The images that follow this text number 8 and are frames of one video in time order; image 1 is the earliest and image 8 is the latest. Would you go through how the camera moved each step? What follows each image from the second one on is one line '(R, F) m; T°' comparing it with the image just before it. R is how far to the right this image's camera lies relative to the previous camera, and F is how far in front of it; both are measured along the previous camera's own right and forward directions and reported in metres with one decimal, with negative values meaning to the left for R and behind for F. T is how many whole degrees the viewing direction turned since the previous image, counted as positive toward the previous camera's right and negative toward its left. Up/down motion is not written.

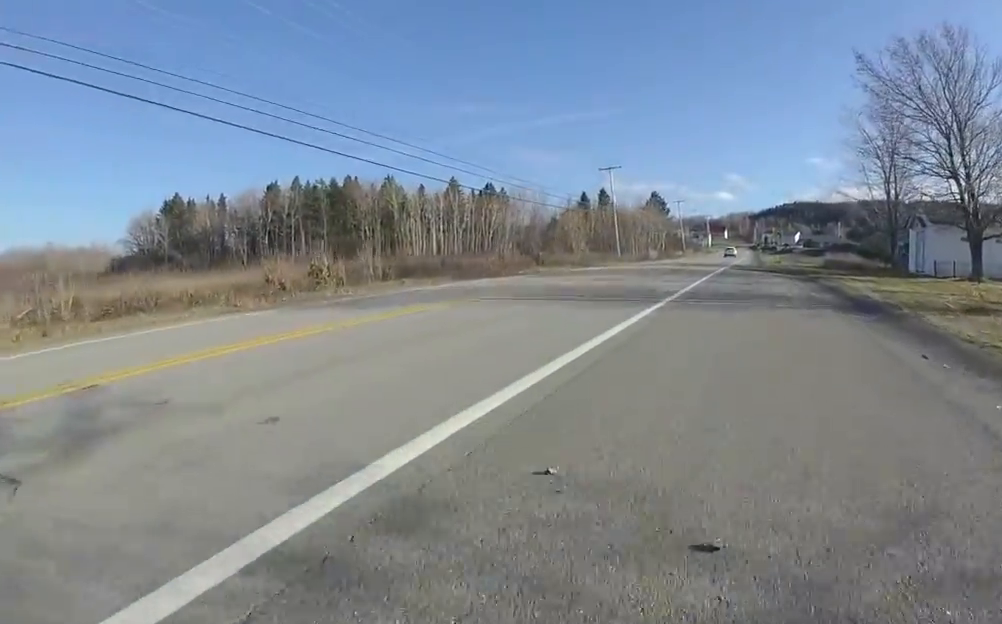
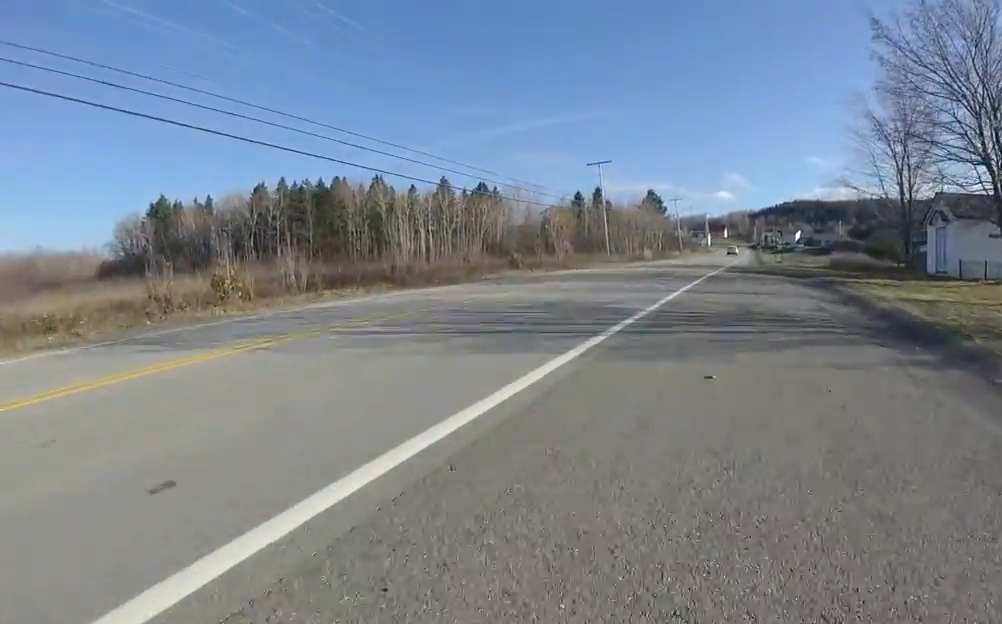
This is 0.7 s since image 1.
(-0.1, +4.0) m; -1°
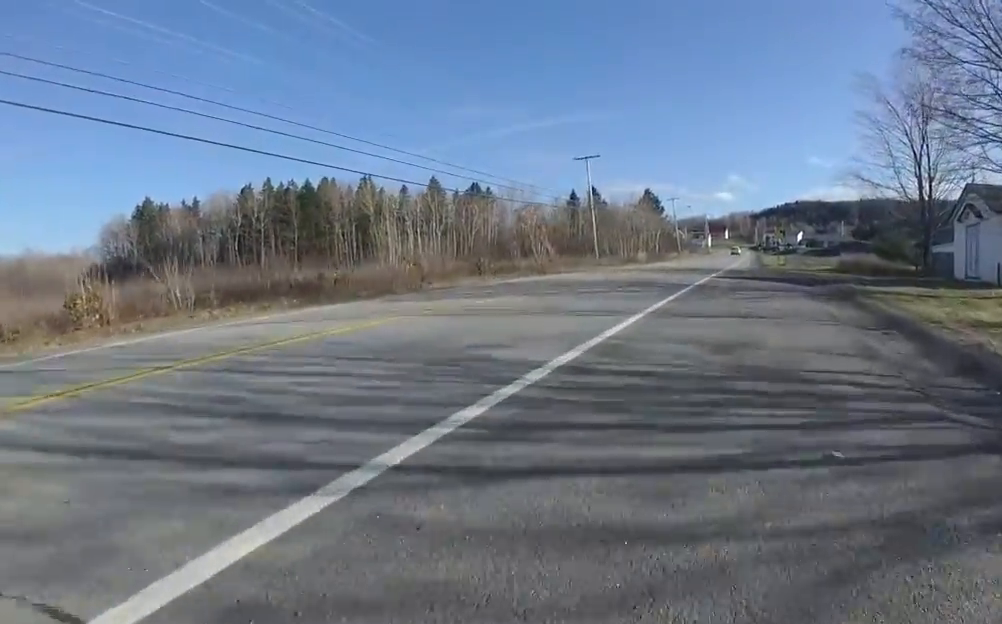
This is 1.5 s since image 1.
(0.0, +4.3) m; +1°
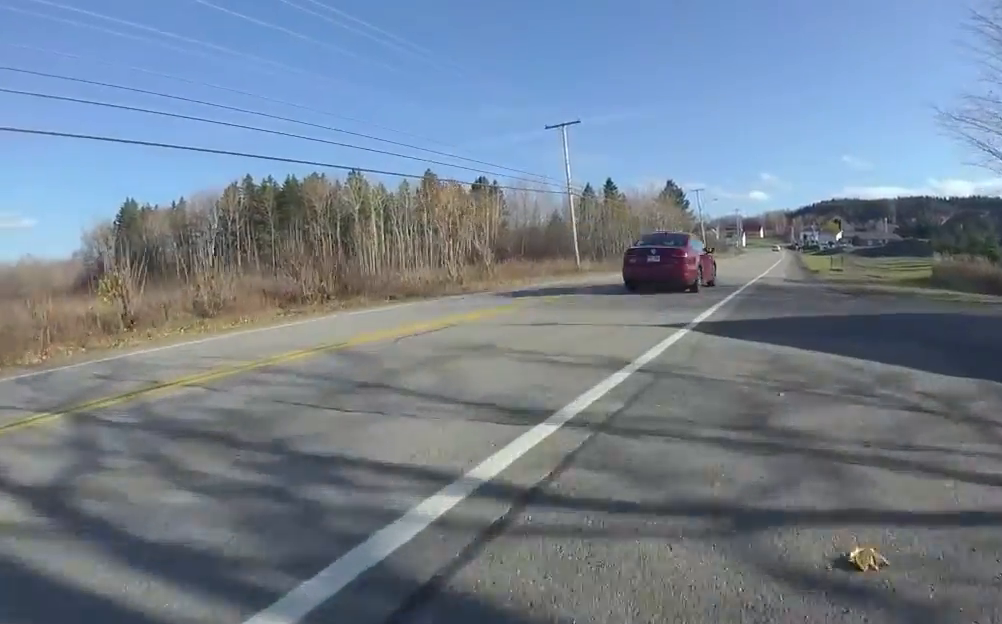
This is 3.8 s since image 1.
(+0.7, +15.1) m; 0°
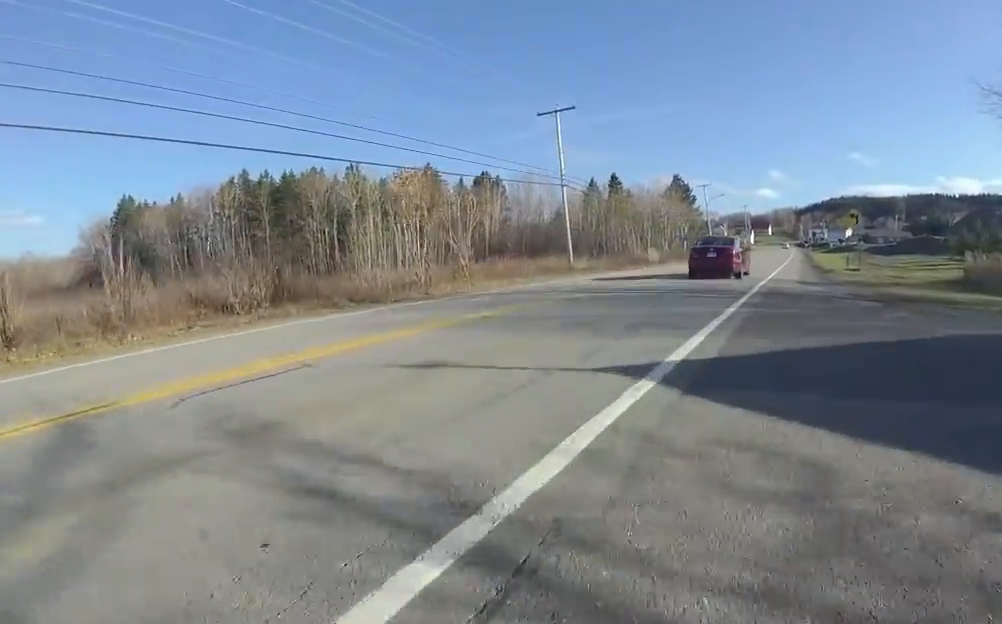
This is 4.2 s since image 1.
(-0.5, +3.1) m; +2°
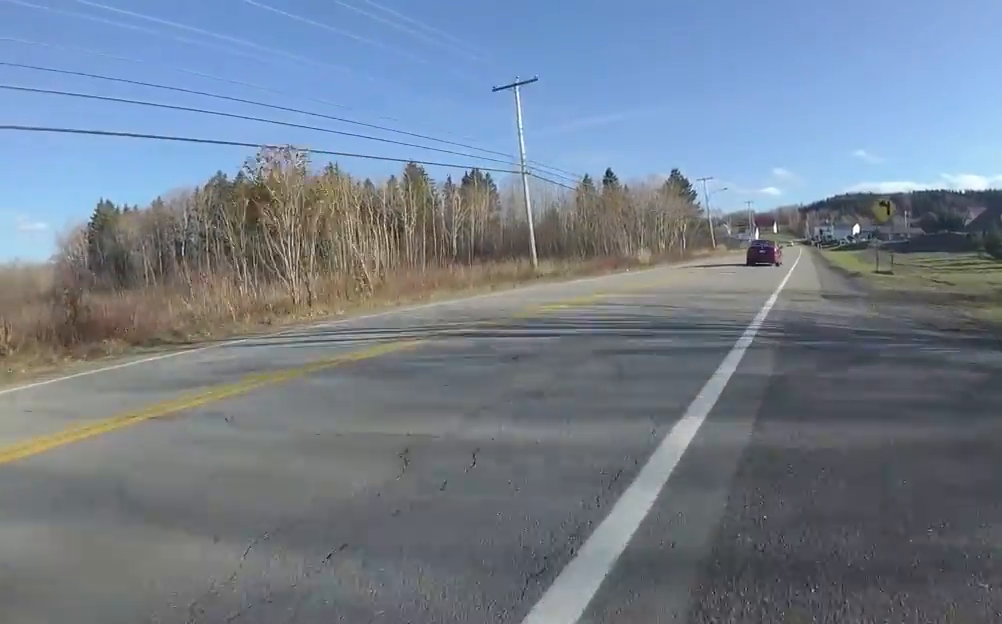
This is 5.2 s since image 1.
(+0.6, +6.5) m; +2°
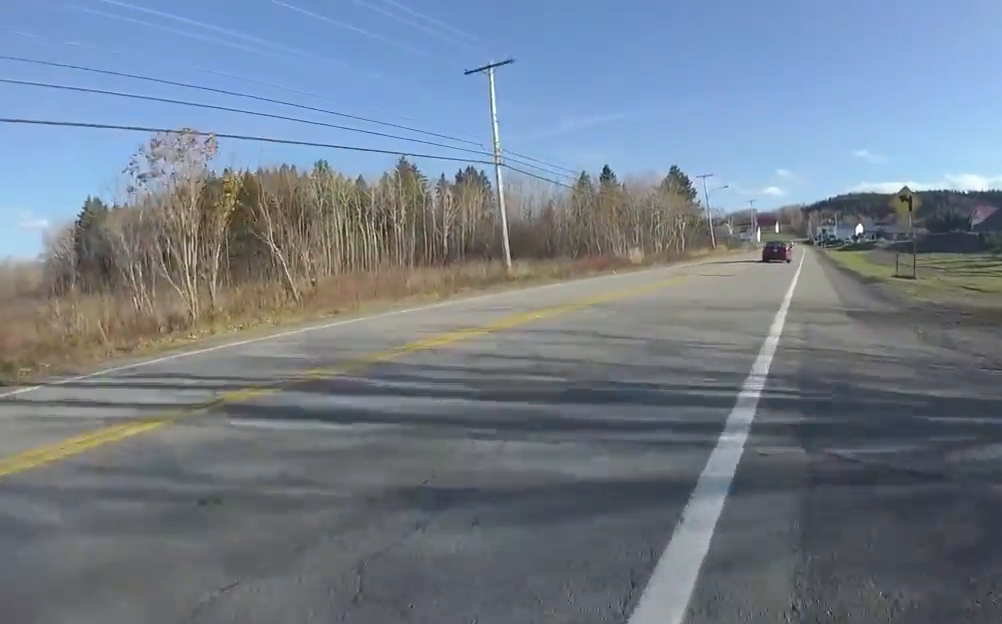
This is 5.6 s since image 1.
(+0.6, +3.3) m; 0°
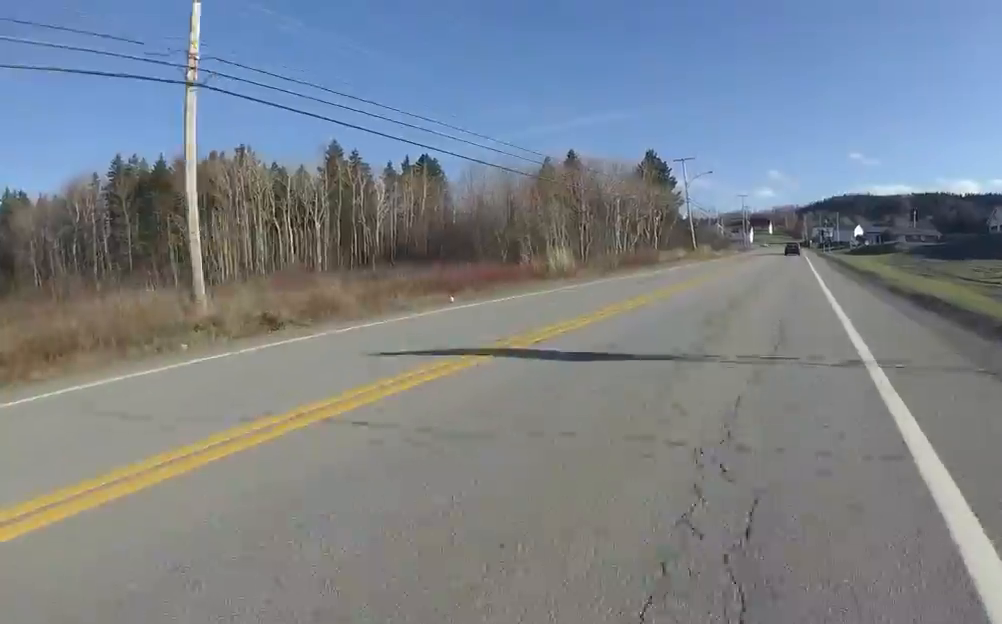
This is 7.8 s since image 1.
(-1.6, +14.9) m; -1°
